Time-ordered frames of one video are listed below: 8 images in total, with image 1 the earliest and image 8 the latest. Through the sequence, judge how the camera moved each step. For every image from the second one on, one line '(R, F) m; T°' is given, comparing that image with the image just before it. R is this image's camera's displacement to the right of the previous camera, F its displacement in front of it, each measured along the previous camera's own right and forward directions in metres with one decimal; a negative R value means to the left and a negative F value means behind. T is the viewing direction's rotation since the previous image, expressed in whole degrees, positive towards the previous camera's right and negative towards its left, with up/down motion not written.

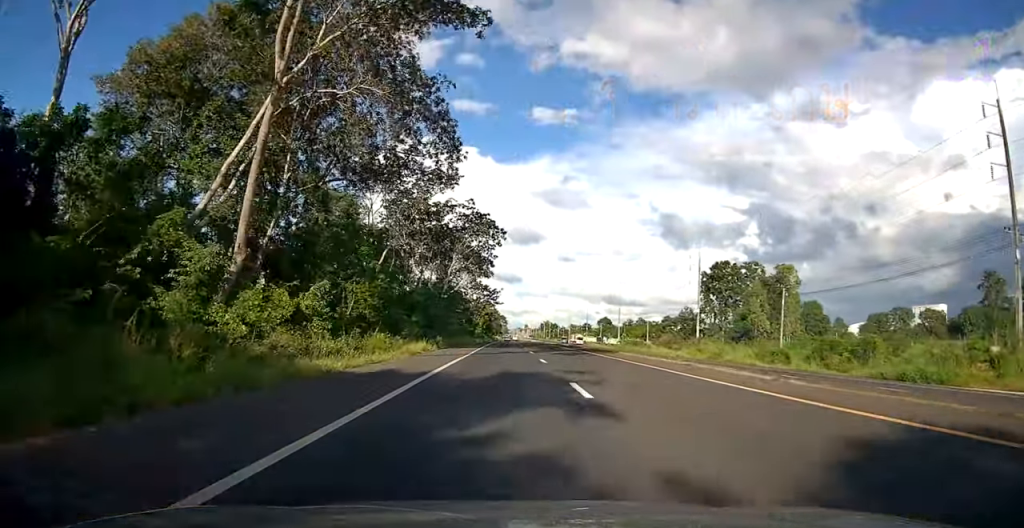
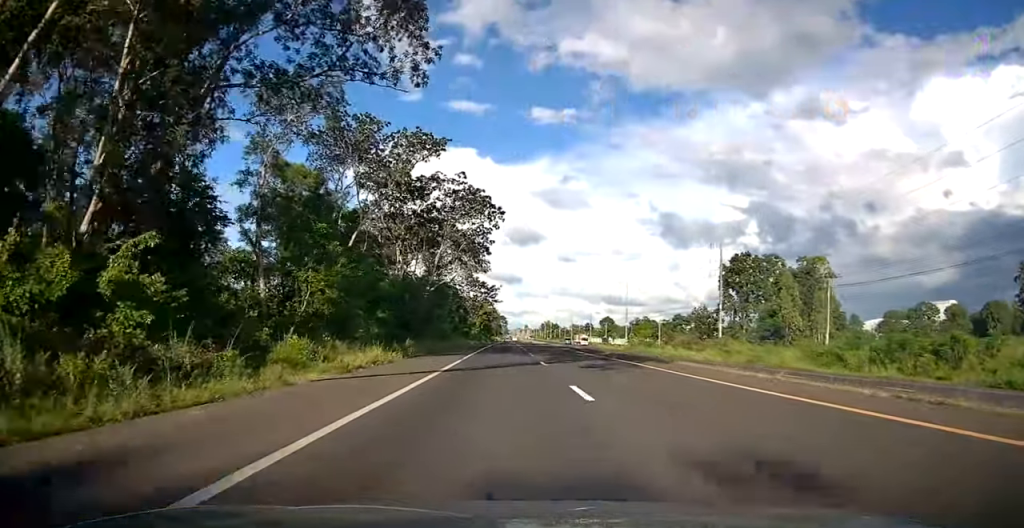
(0.0, +12.5) m; 0°
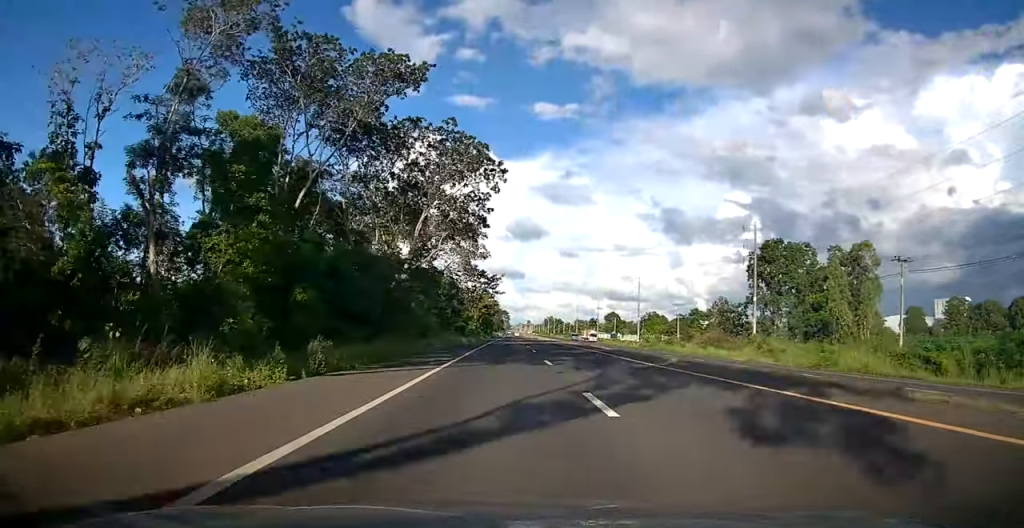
(+0.1, +14.1) m; 0°
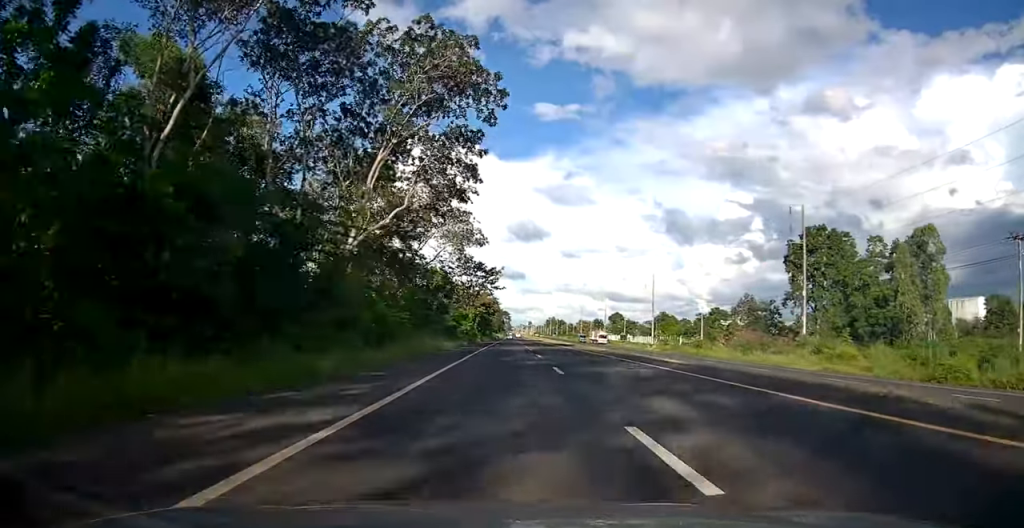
(0.0, +15.7) m; 0°
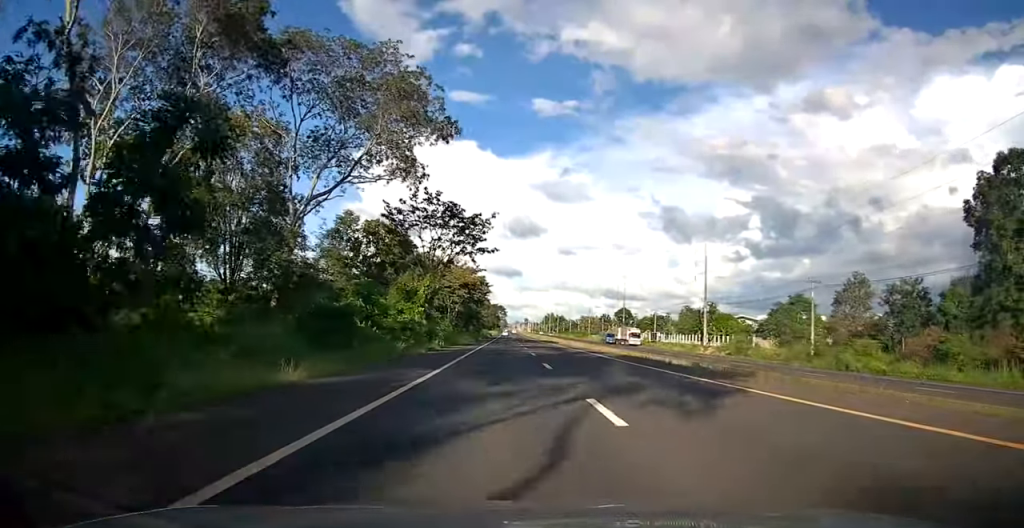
(-0.2, +44.9) m; 0°
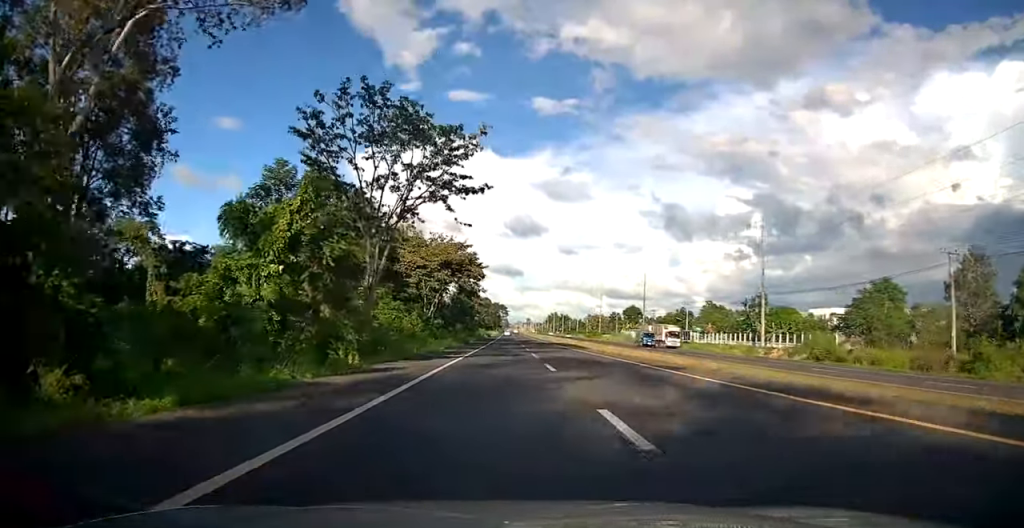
(0.0, +25.6) m; 0°
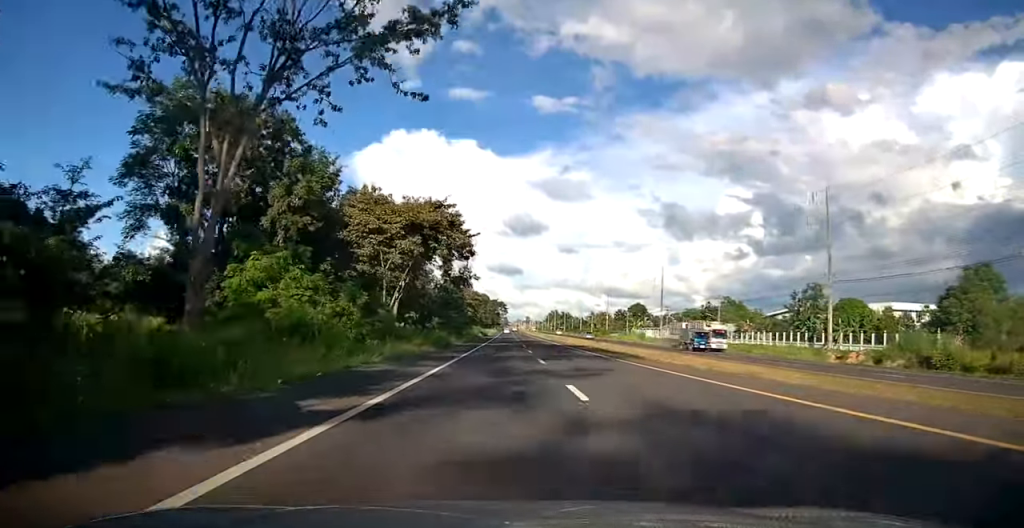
(0.0, +19.5) m; 0°
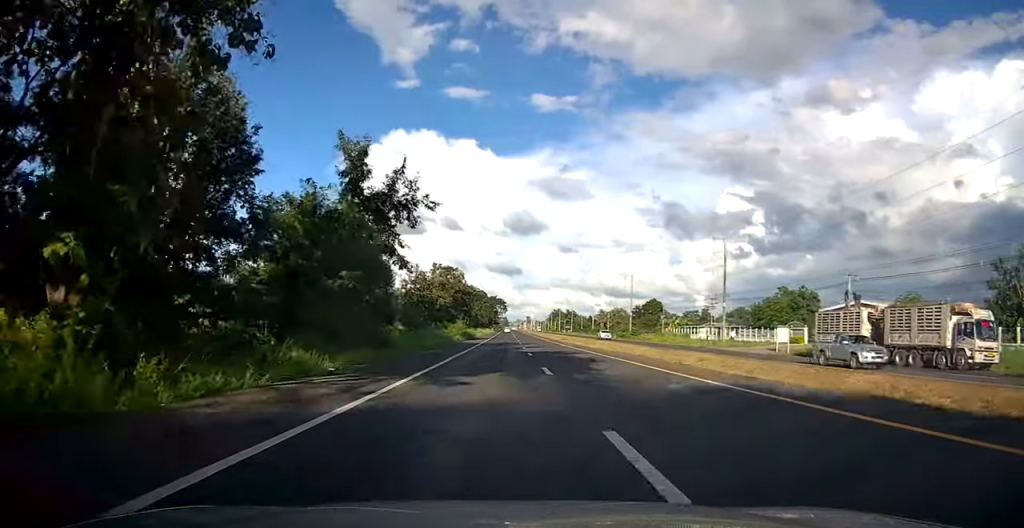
(-0.2, +42.0) m; +1°
